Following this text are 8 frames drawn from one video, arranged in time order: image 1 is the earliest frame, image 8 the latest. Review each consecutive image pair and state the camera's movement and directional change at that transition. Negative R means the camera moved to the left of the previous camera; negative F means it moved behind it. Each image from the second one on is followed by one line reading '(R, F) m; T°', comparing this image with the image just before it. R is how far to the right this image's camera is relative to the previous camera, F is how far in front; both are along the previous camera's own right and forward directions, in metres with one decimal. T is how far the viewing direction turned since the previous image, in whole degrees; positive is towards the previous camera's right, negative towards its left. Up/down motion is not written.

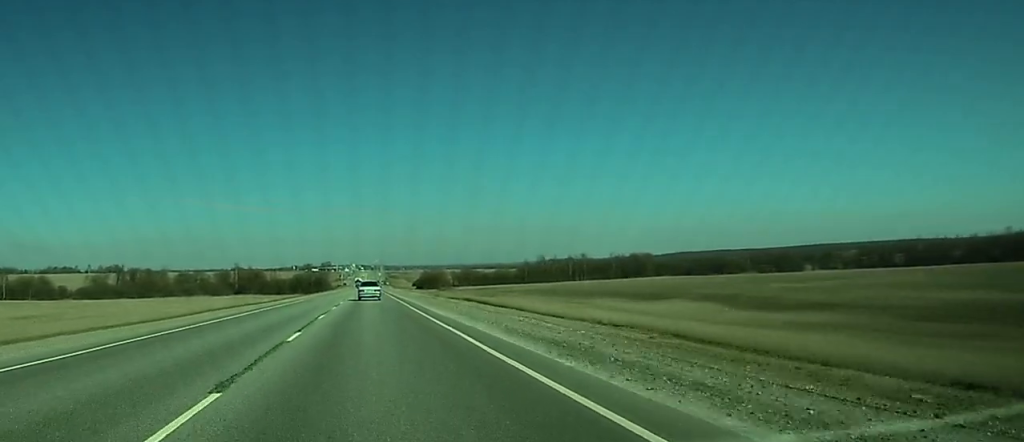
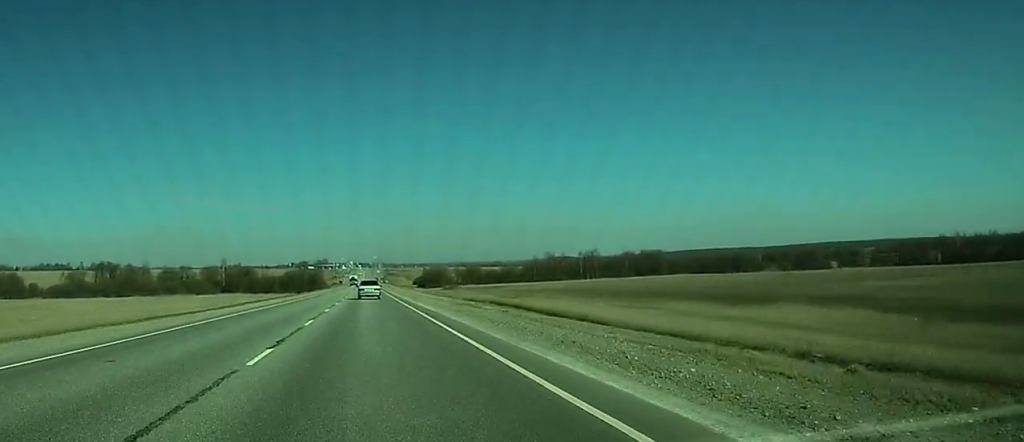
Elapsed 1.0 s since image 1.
(+0.1, +29.7) m; 0°
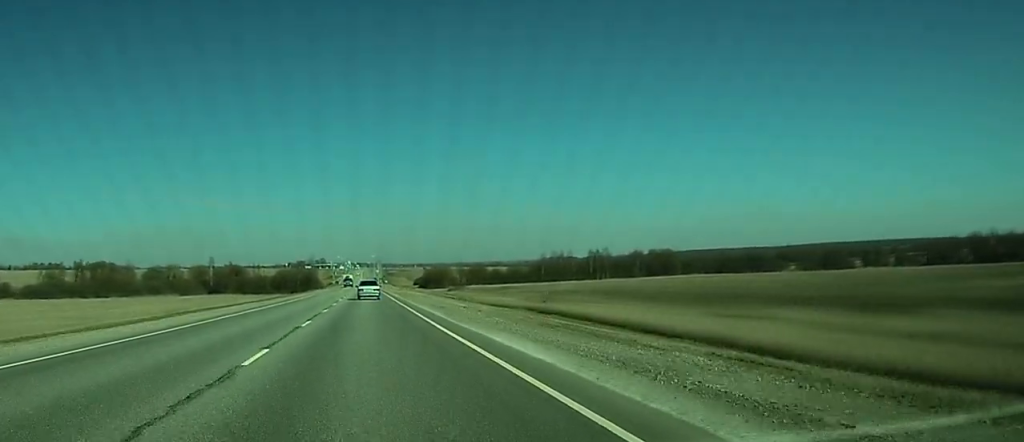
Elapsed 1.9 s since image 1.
(0.0, +24.0) m; 0°
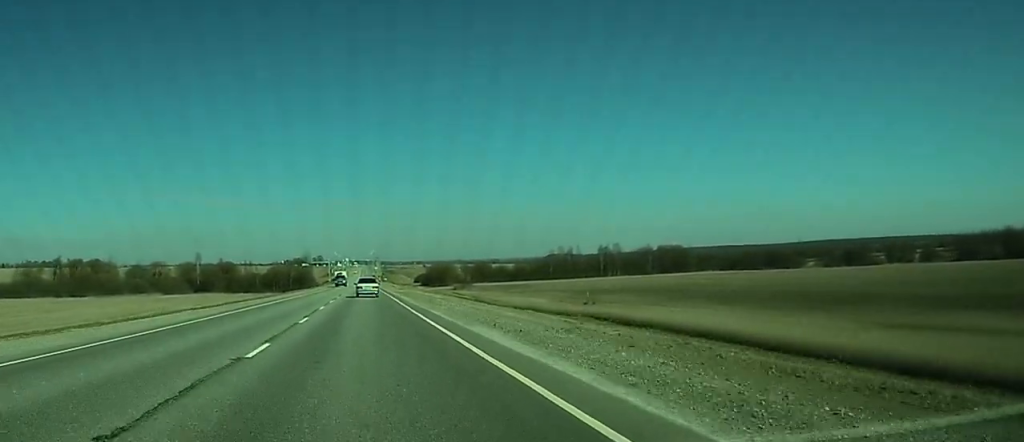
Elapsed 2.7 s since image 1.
(-0.2, +23.1) m; 0°
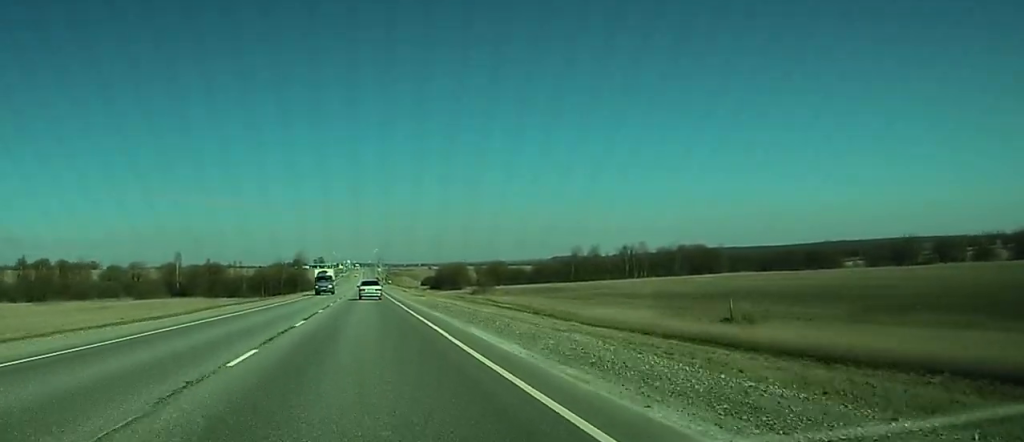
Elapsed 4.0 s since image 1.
(+0.3, +37.5) m; 0°
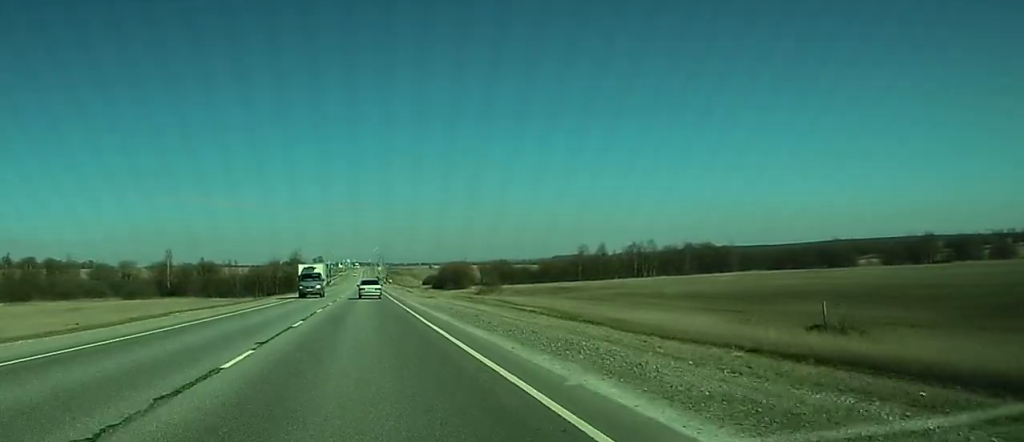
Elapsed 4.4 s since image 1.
(0.0, +12.4) m; 0°
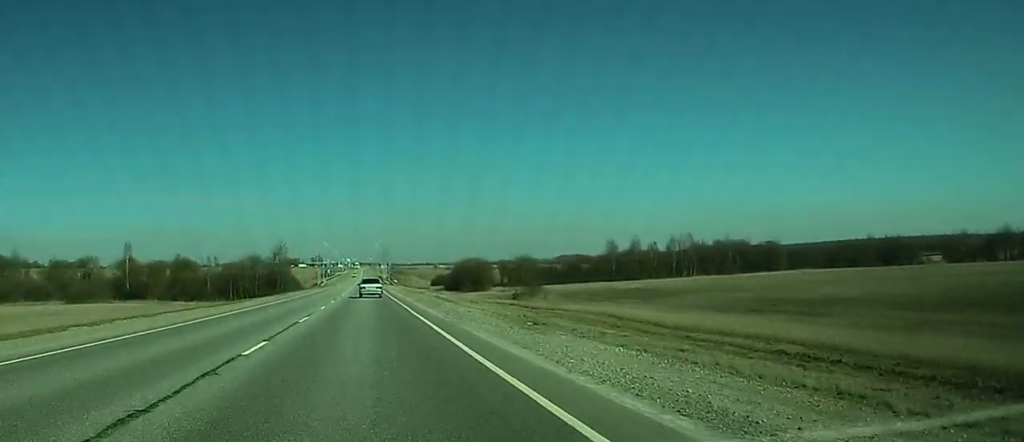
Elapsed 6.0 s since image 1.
(+0.2, +45.6) m; -1°
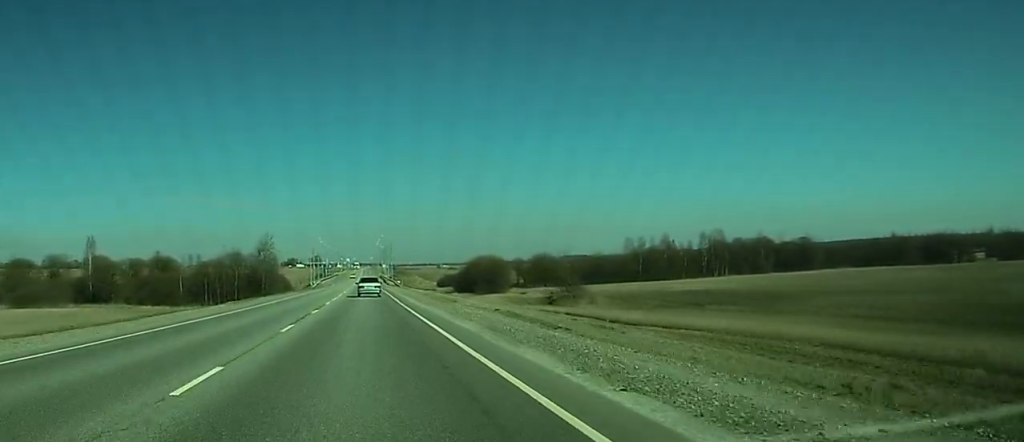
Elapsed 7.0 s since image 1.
(-0.6, +29.1) m; -2°
